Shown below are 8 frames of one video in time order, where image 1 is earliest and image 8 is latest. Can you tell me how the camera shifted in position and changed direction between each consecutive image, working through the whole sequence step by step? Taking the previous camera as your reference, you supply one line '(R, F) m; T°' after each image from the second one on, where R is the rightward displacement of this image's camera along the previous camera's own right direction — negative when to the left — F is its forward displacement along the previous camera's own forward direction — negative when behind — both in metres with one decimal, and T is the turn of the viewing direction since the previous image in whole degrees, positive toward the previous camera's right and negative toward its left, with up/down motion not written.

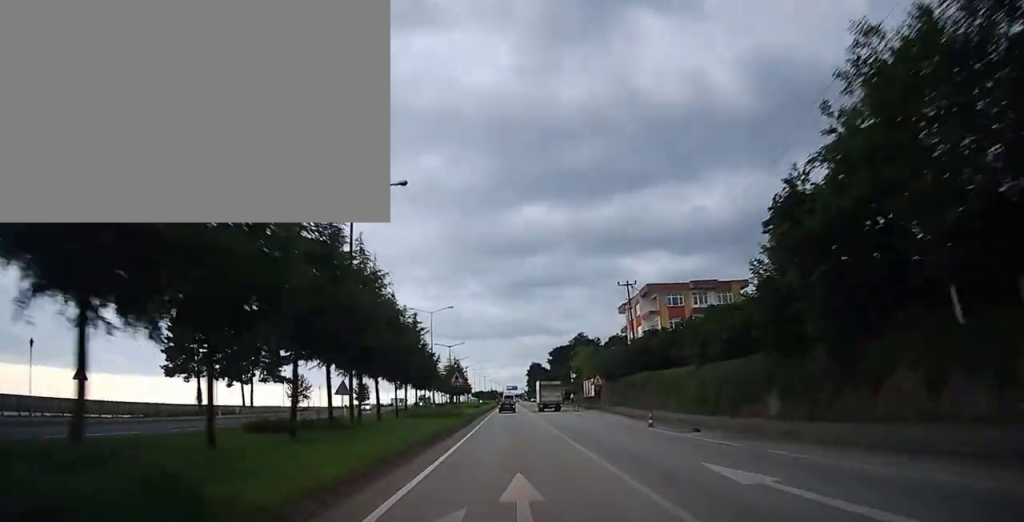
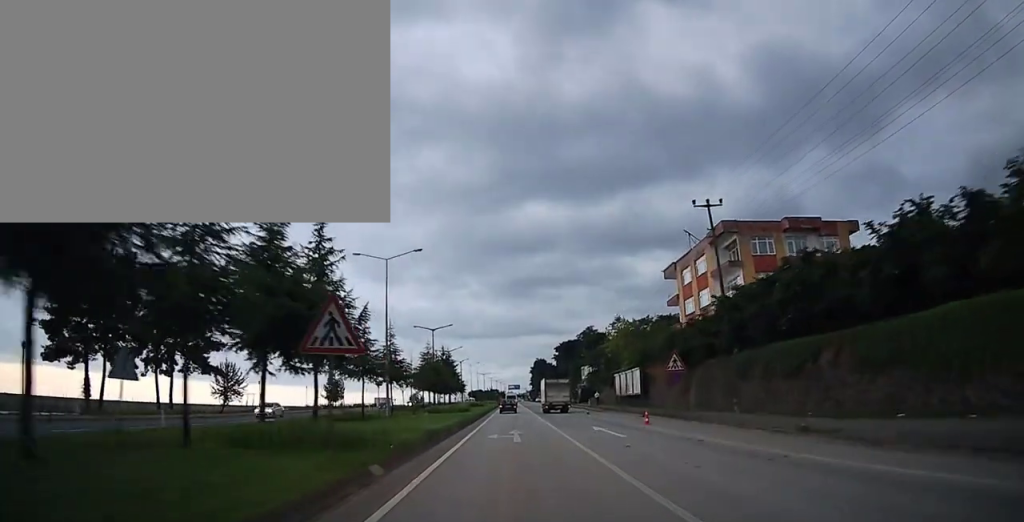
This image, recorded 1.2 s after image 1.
(0.0, +25.1) m; 0°
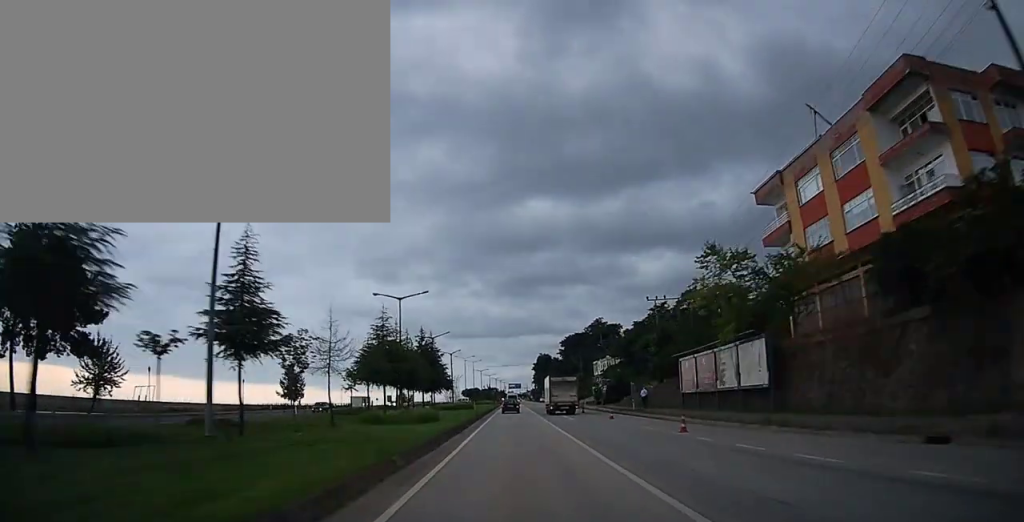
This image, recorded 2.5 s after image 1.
(-0.1, +25.1) m; 0°
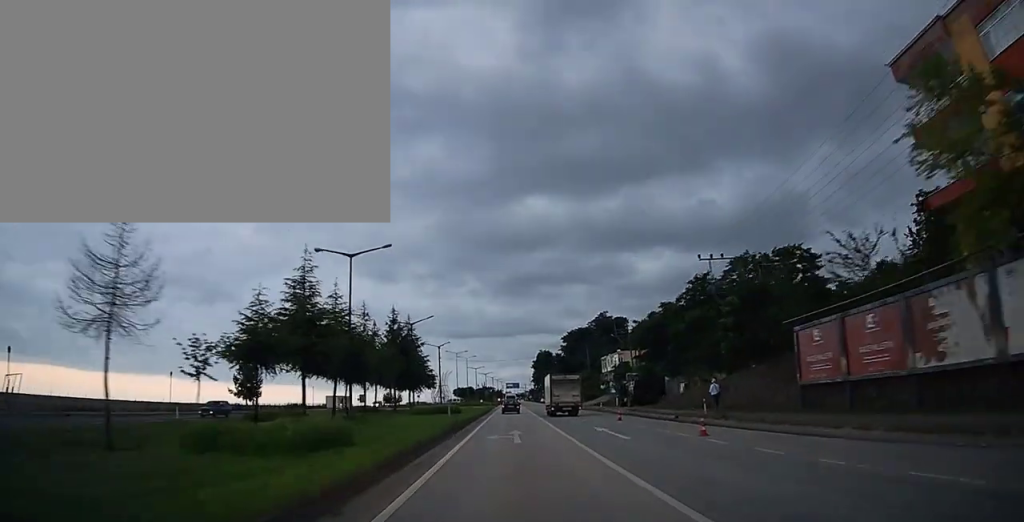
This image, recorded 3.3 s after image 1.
(+0.1, +16.9) m; 0°
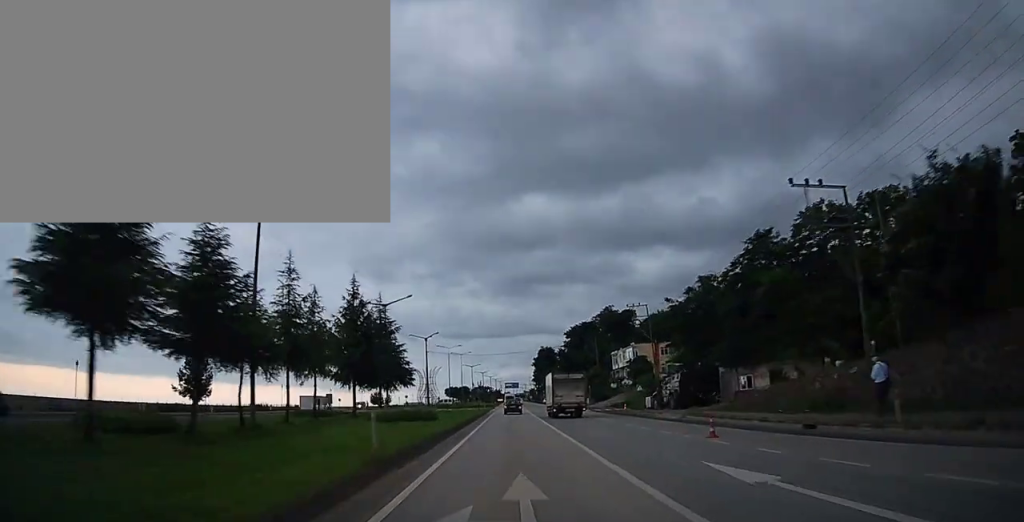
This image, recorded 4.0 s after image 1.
(0.0, +14.1) m; 0°
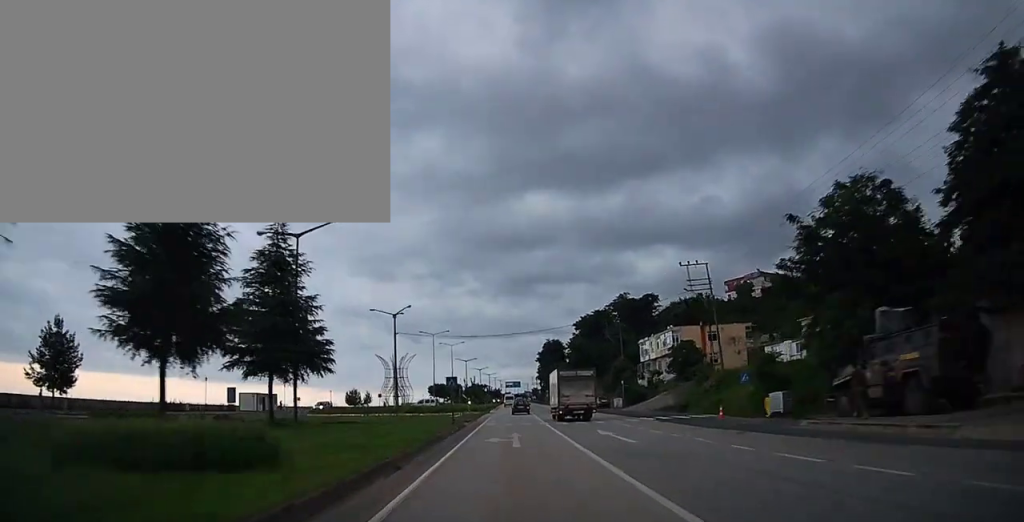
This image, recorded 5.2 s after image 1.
(-0.1, +24.7) m; 0°
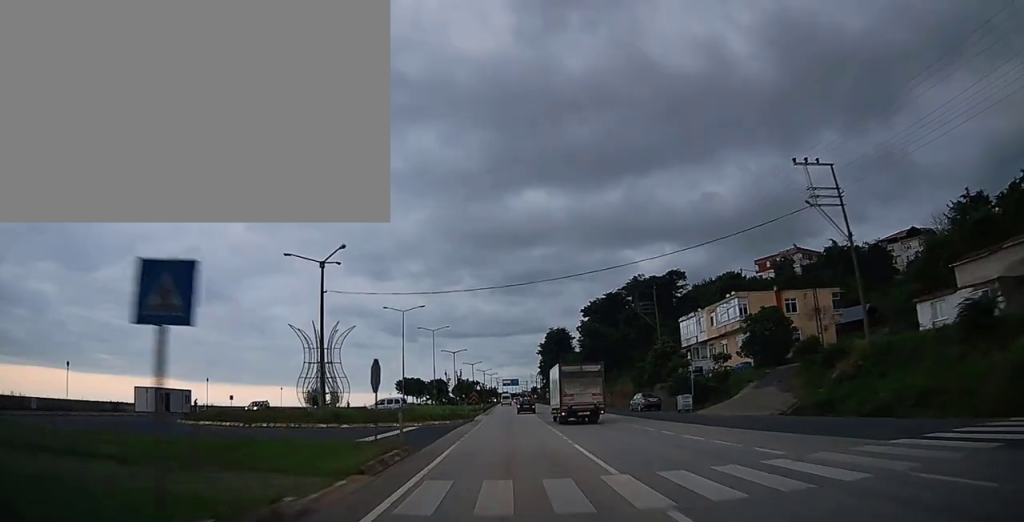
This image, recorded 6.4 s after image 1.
(+0.2, +24.2) m; +1°
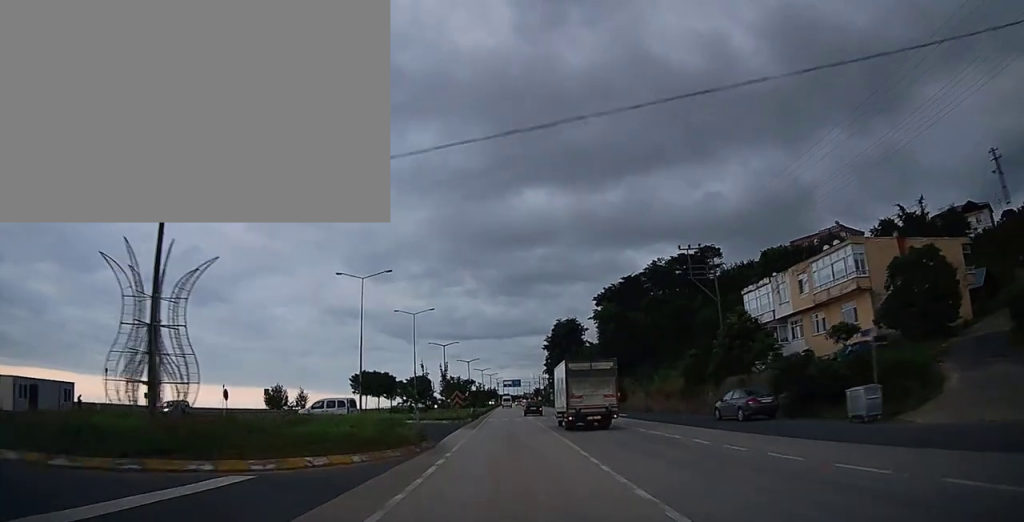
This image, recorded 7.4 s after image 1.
(0.0, +20.3) m; -1°
